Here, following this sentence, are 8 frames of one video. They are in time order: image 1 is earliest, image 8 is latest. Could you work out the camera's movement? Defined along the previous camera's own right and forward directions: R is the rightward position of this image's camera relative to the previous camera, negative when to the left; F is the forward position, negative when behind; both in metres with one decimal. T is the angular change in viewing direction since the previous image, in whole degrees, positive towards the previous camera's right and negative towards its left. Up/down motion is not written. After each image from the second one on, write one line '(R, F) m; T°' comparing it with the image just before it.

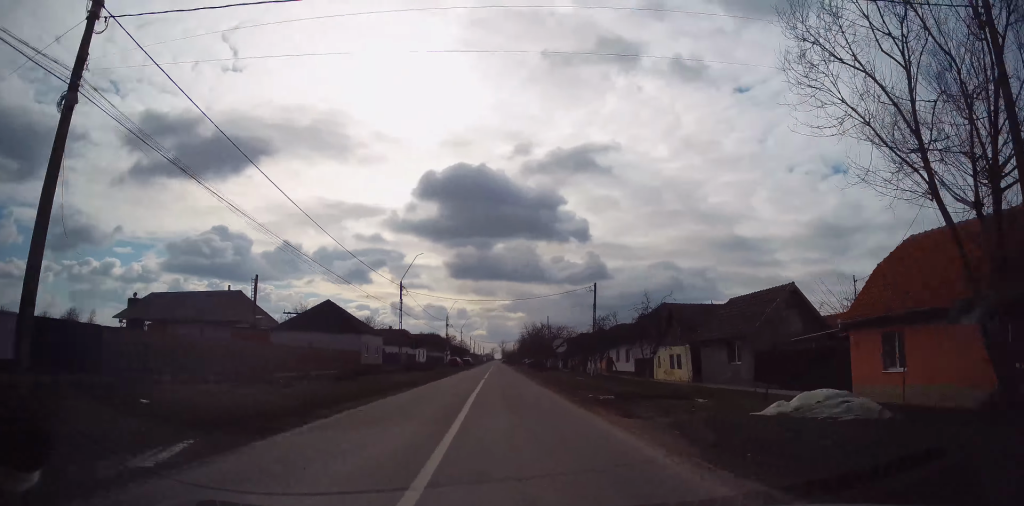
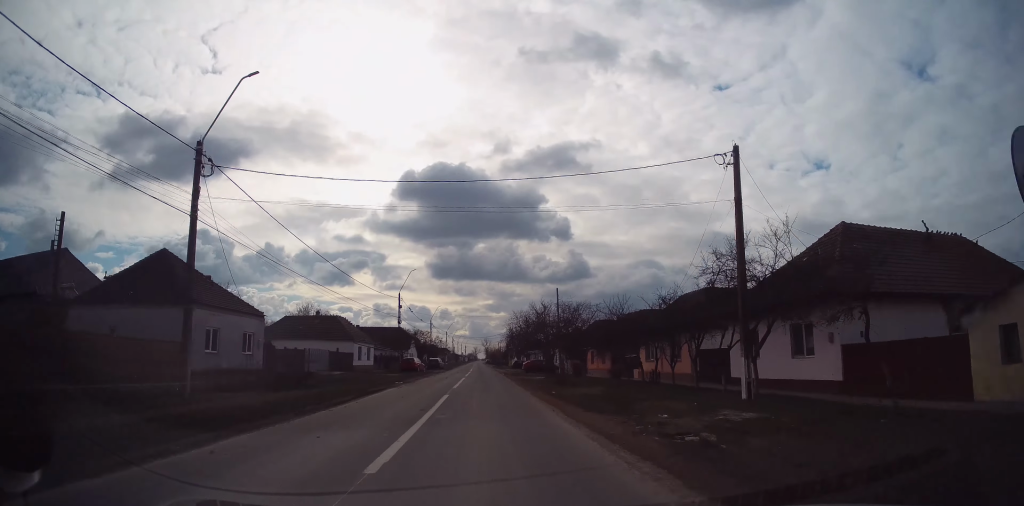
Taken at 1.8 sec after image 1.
(+2.1, +30.2) m; +6°
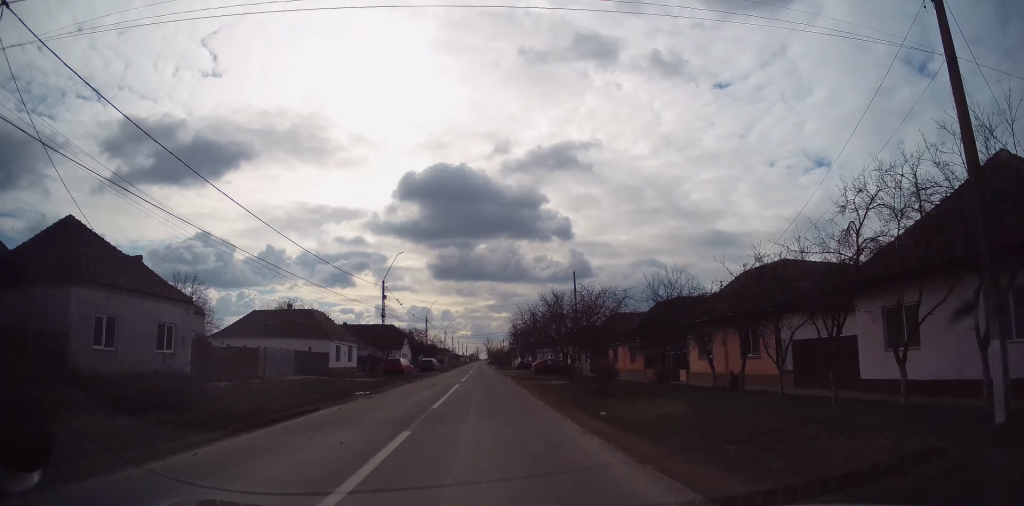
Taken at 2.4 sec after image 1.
(0.0, +9.4) m; 0°
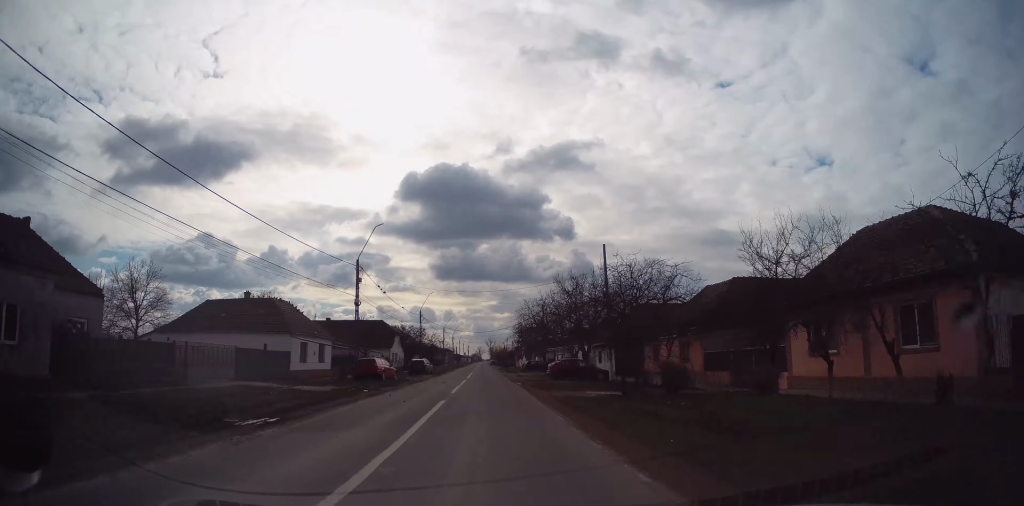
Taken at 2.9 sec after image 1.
(0.0, +10.0) m; 0°
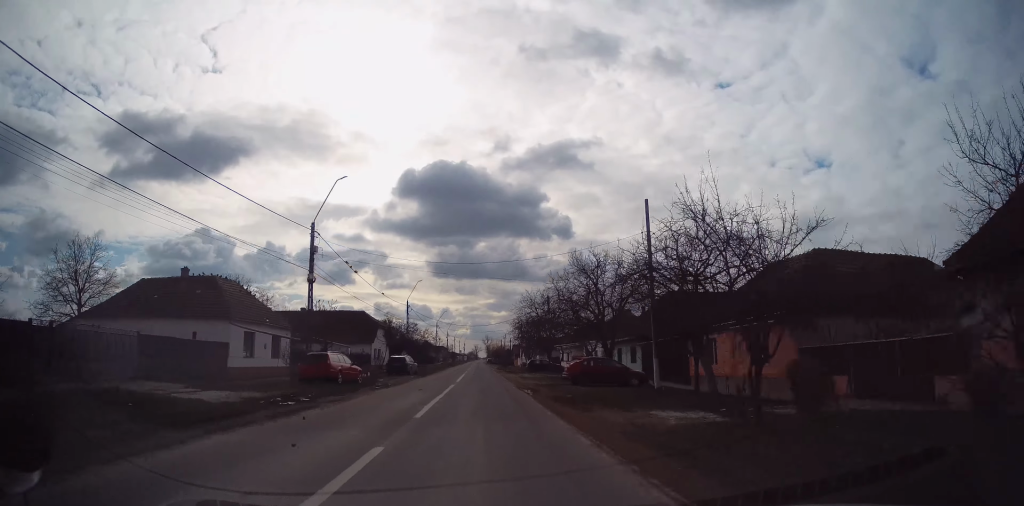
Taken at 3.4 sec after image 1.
(0.0, +9.1) m; 0°
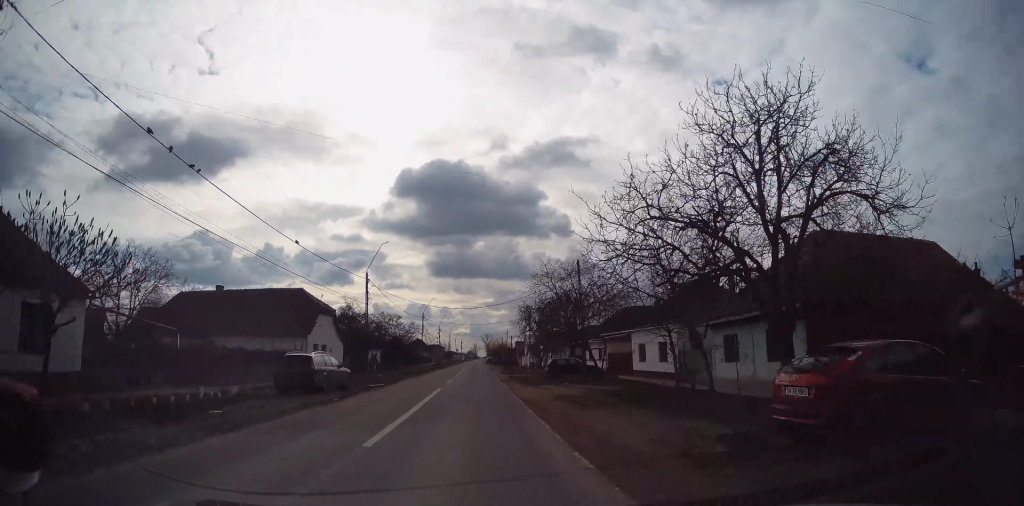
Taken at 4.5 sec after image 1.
(0.0, +20.6) m; 0°
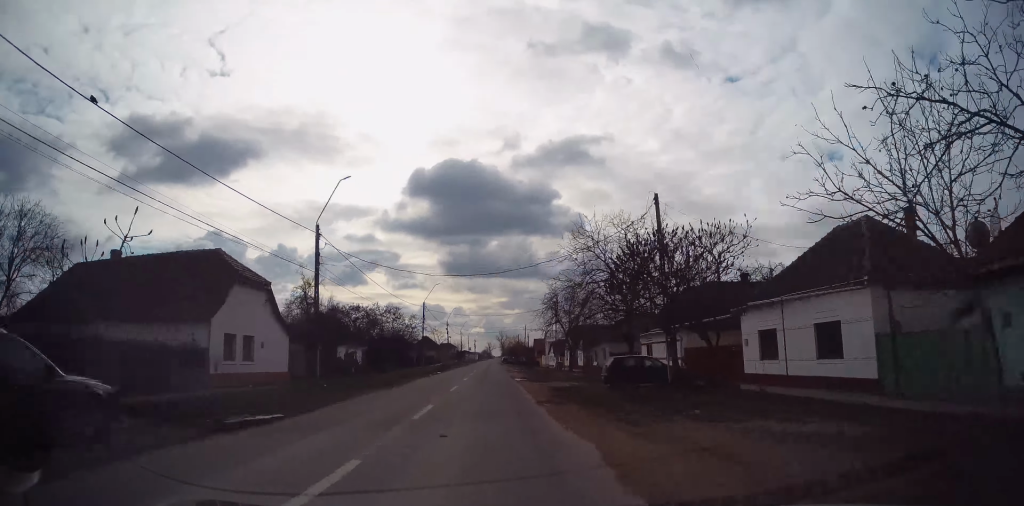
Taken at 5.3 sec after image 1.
(0.0, +15.6) m; -1°
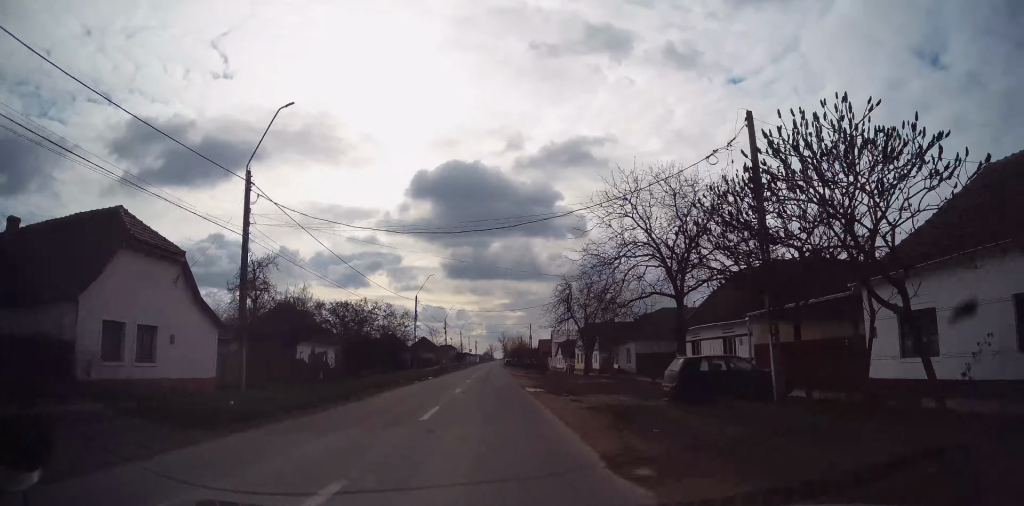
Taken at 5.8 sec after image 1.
(+0.1, +8.6) m; 0°
